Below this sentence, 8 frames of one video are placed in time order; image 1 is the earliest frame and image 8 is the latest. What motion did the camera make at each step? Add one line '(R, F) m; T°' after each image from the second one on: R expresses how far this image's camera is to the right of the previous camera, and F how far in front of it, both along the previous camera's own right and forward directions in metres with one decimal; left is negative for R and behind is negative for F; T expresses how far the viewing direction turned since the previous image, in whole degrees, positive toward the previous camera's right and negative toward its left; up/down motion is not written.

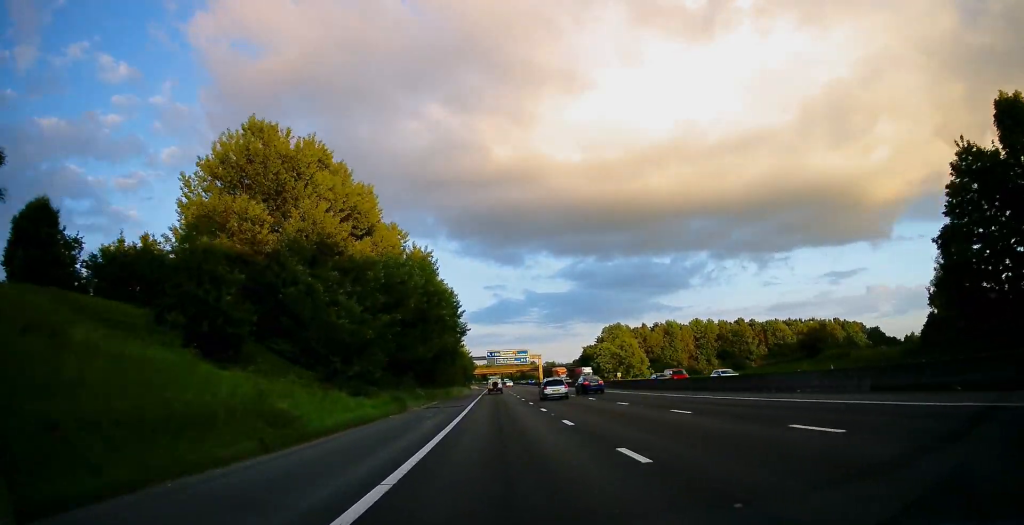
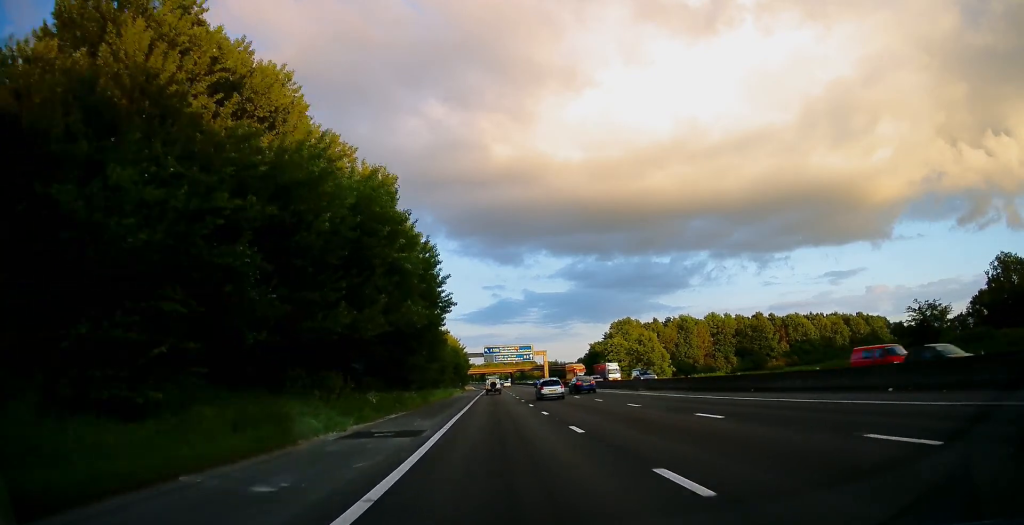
(0.0, +19.9) m; 0°
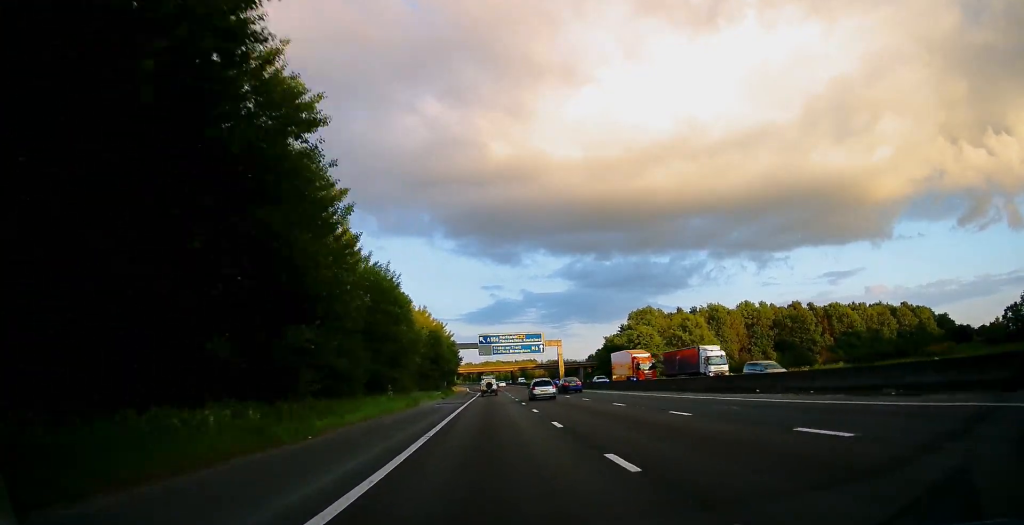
(-0.2, +33.2) m; 0°
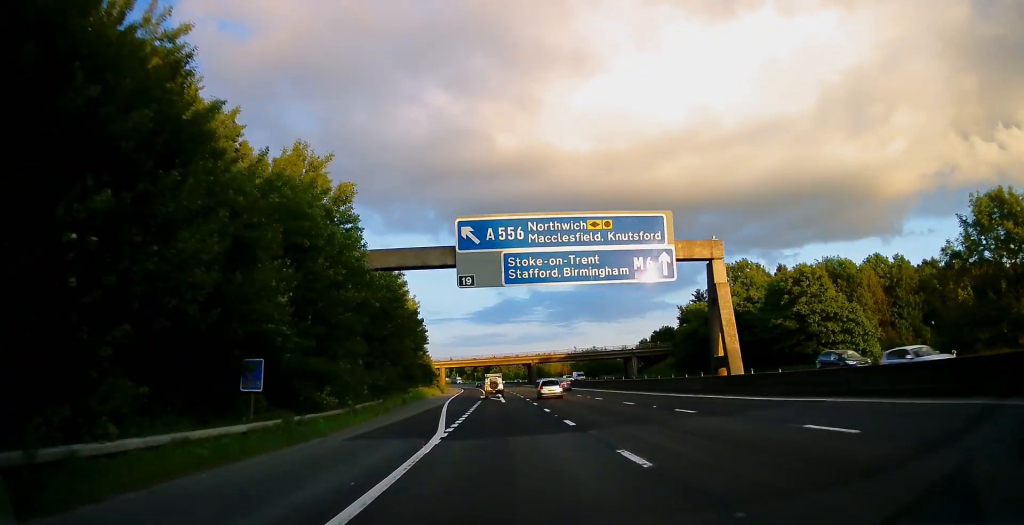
(-0.1, +71.2) m; 0°
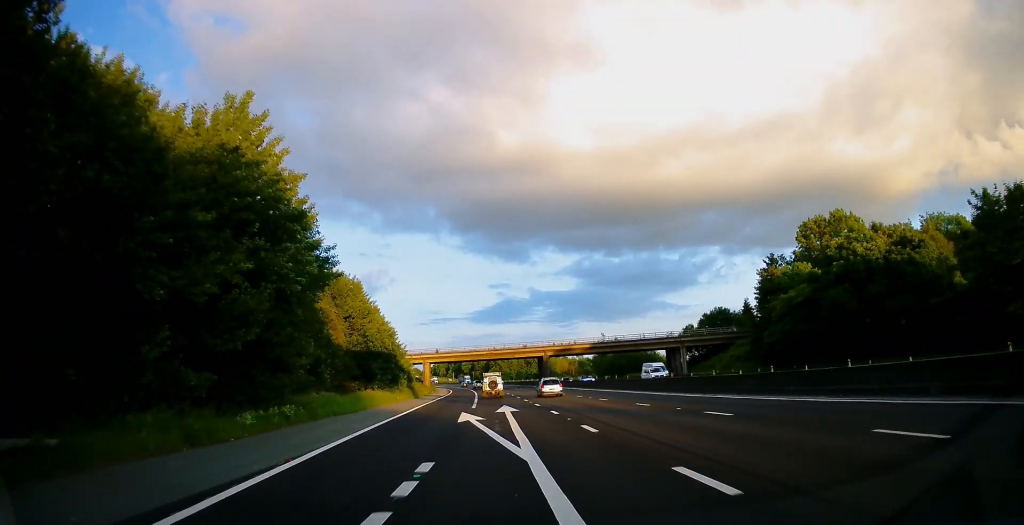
(+0.1, +38.2) m; 0°
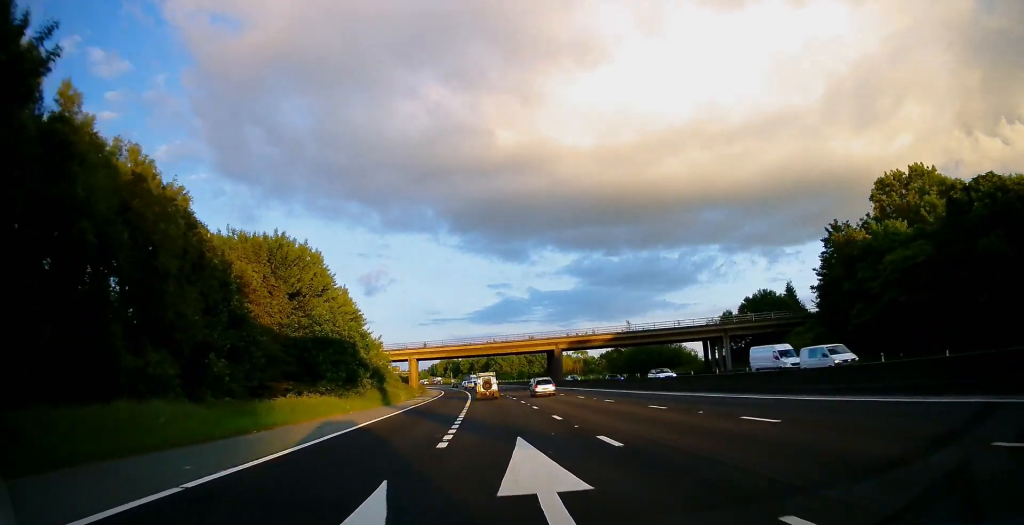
(0.0, +20.1) m; 0°
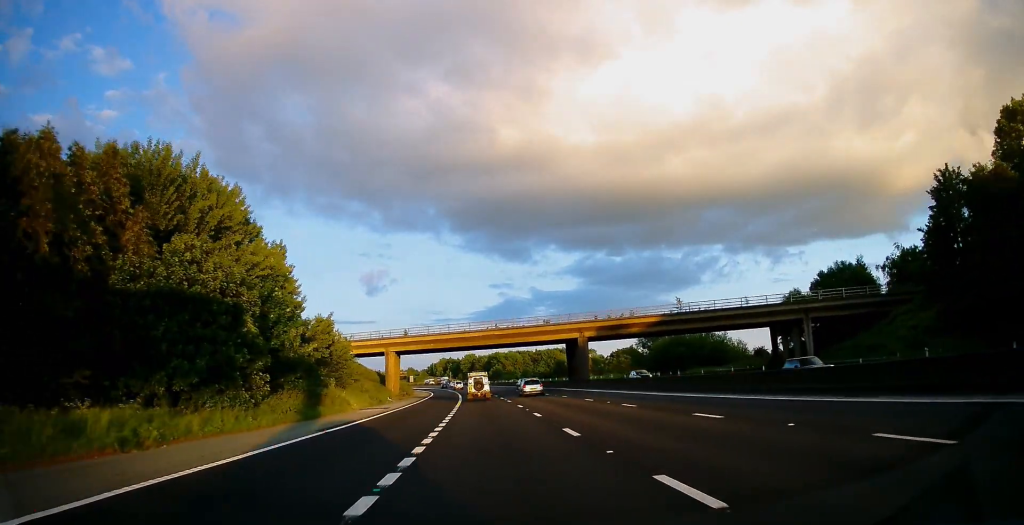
(-0.1, +24.0) m; -1°
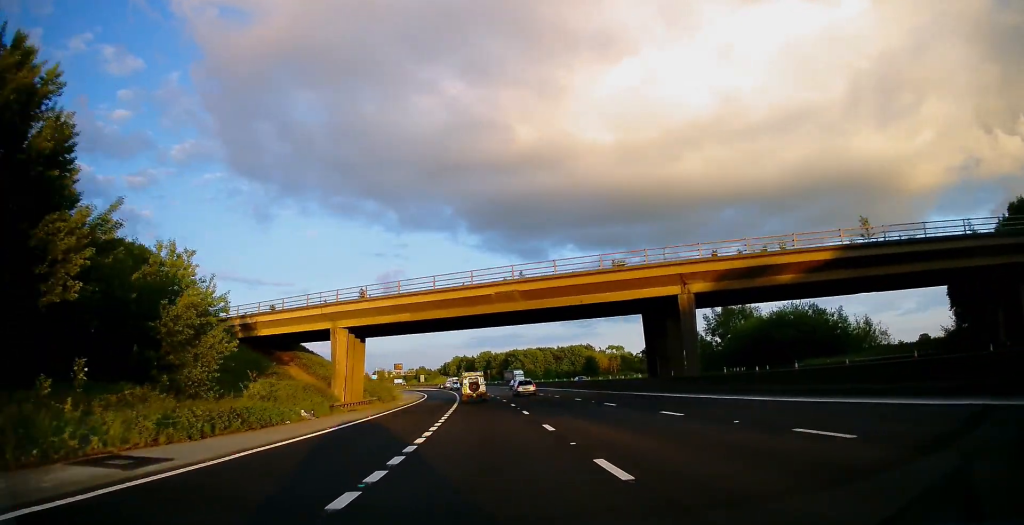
(-0.3, +31.9) m; -1°
